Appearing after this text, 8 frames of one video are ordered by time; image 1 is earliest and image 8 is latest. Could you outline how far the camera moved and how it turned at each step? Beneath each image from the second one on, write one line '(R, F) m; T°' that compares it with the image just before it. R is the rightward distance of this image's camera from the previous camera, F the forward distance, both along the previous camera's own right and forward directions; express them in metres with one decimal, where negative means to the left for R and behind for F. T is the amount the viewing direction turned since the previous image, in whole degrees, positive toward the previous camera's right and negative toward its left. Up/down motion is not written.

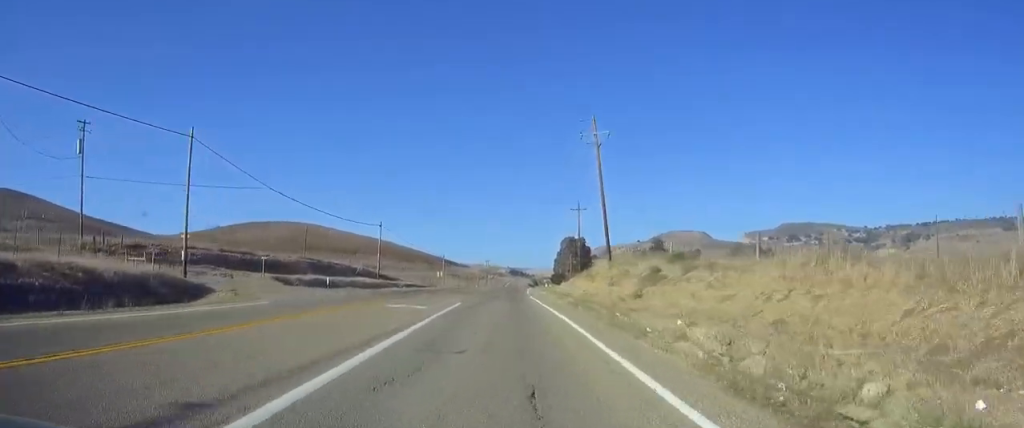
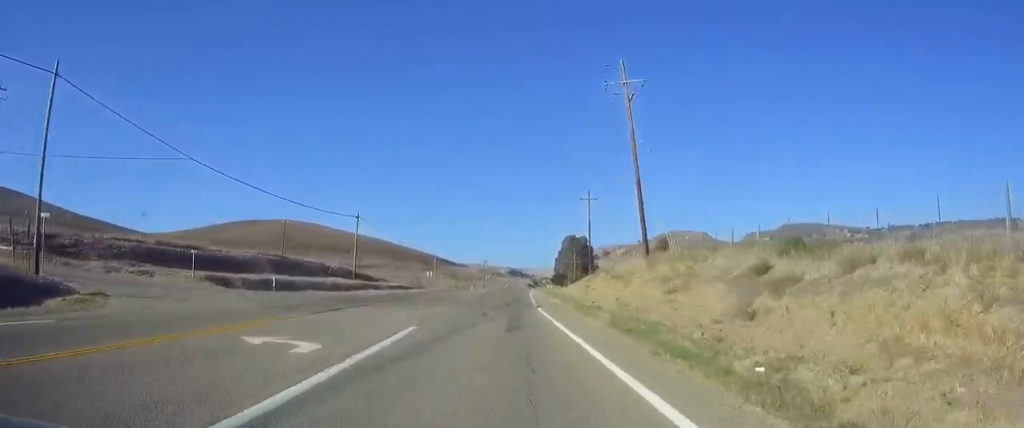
(0.0, +15.0) m; 0°
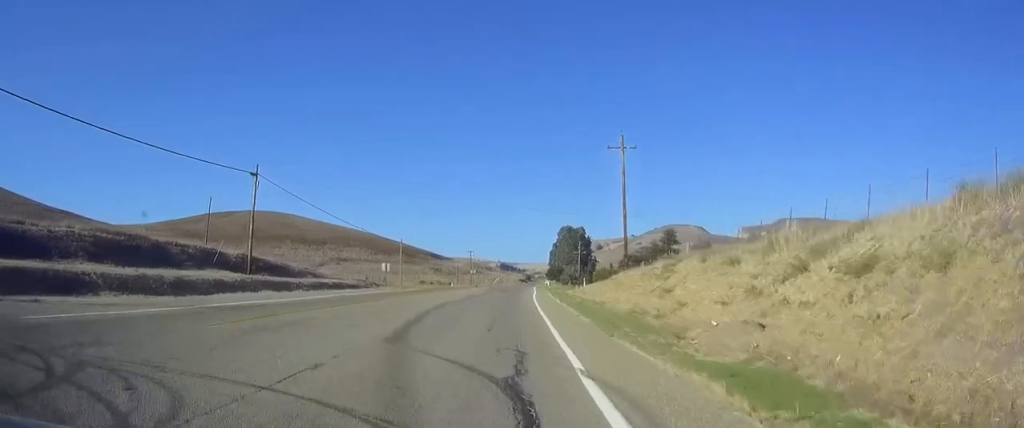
(0.0, +33.1) m; 0°
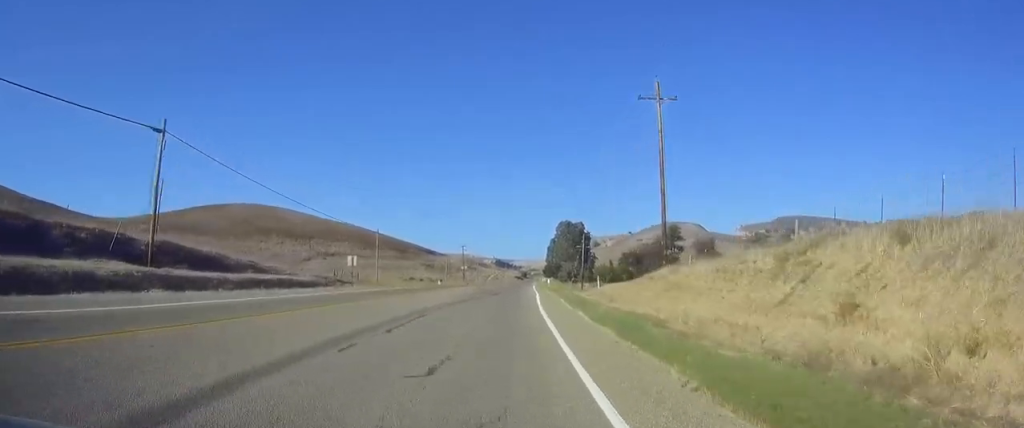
(0.0, +15.1) m; 0°
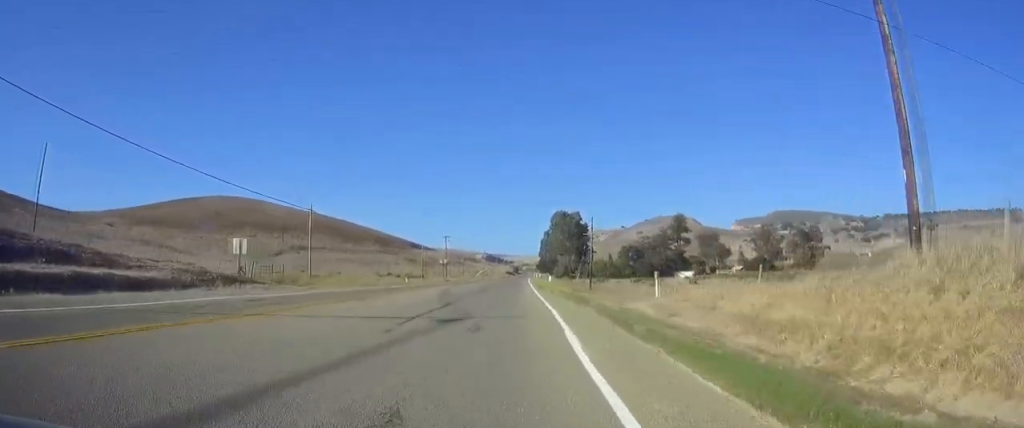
(0.0, +26.4) m; 0°
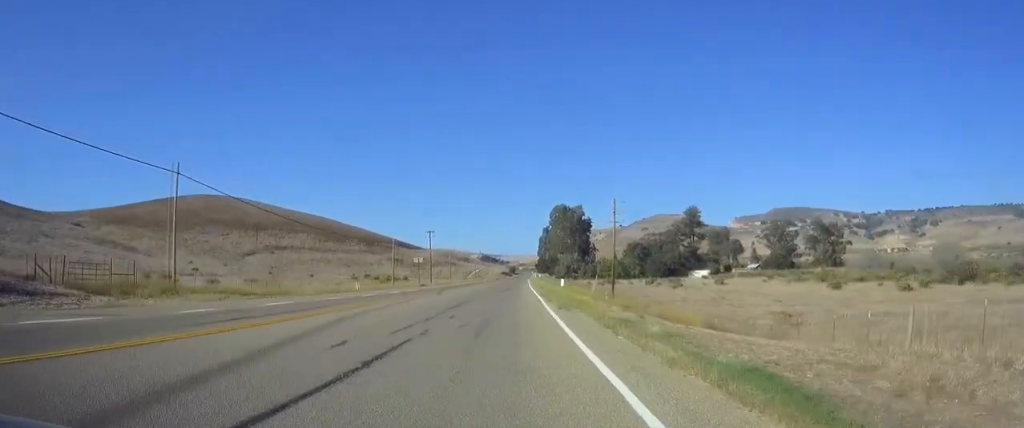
(0.0, +25.8) m; +2°
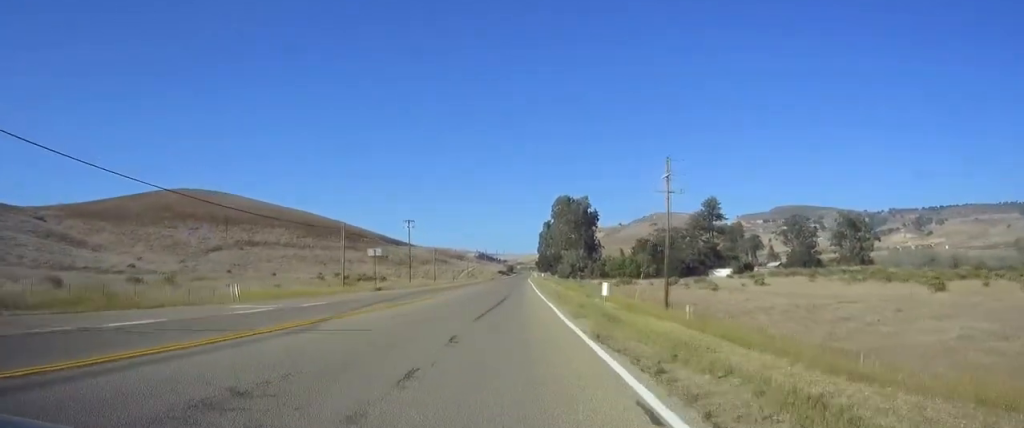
(+0.8, +26.8) m; +2°
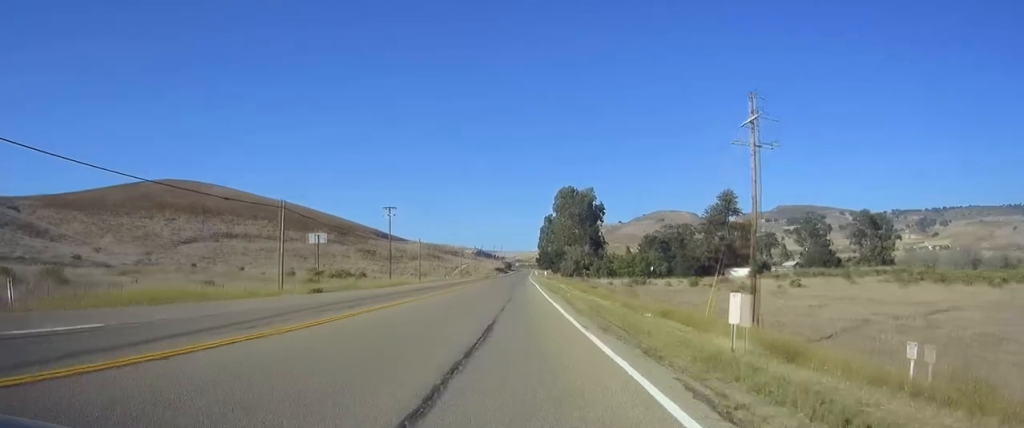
(0.0, +18.0) m; -1°
